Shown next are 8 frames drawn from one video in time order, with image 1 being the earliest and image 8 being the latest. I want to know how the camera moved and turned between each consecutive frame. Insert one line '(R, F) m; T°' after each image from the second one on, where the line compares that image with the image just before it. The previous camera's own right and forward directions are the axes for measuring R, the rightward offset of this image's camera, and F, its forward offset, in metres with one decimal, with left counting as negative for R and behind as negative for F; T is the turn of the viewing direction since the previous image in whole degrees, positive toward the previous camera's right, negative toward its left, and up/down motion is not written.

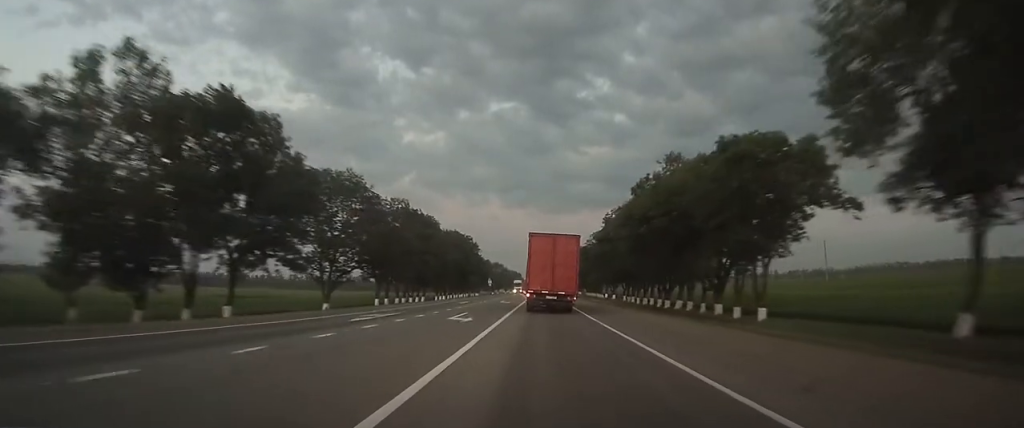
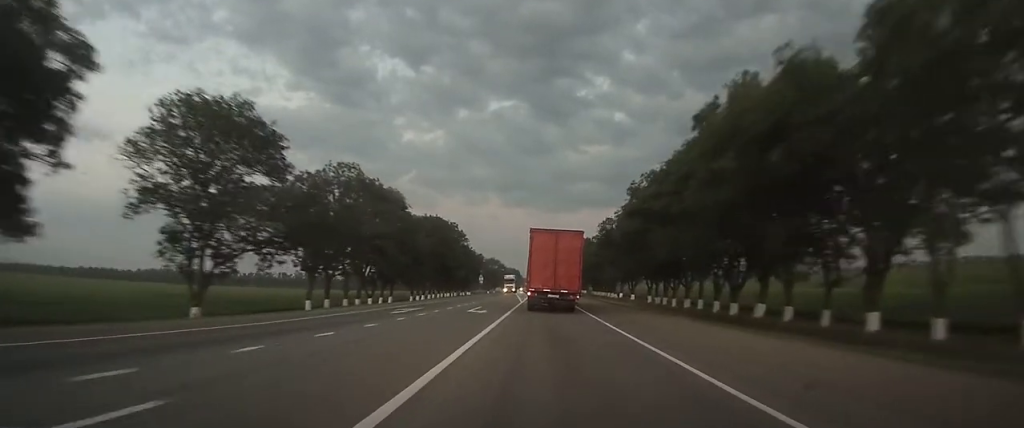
(0.0, +23.8) m; 0°
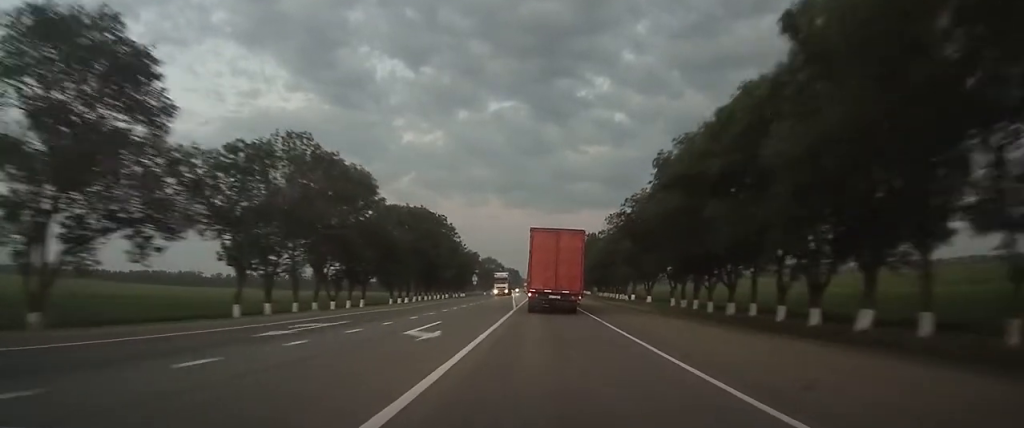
(0.0, +13.6) m; 0°
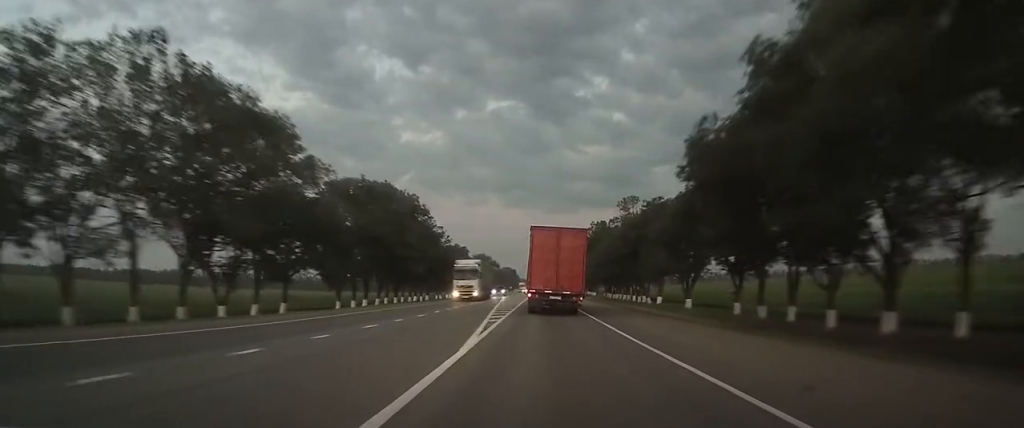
(-0.1, +22.1) m; 0°
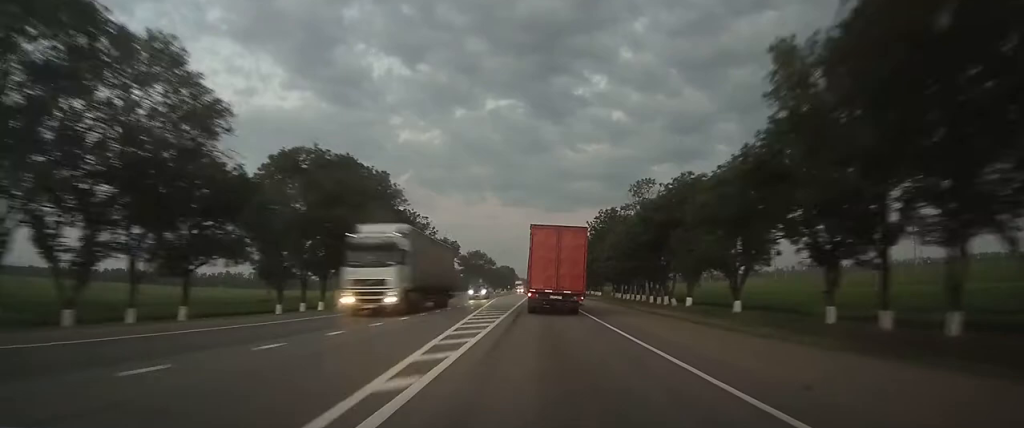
(0.0, +14.9) m; 0°
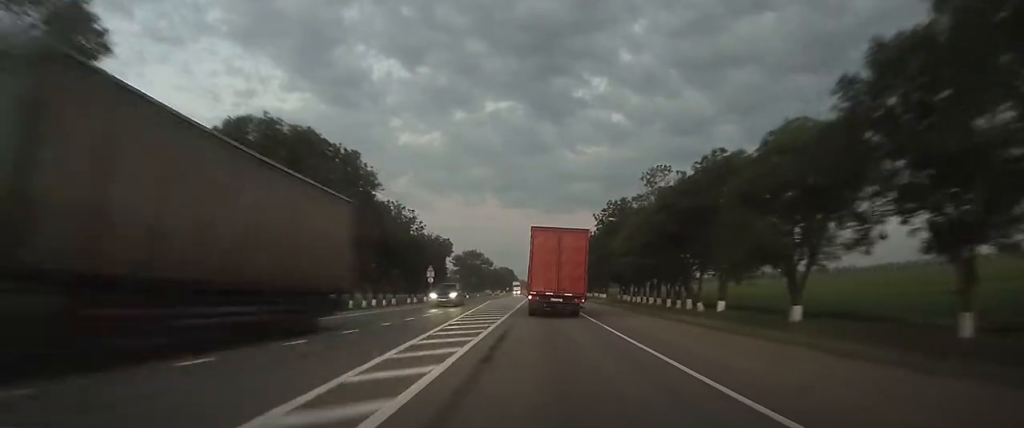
(0.0, +10.6) m; 0°
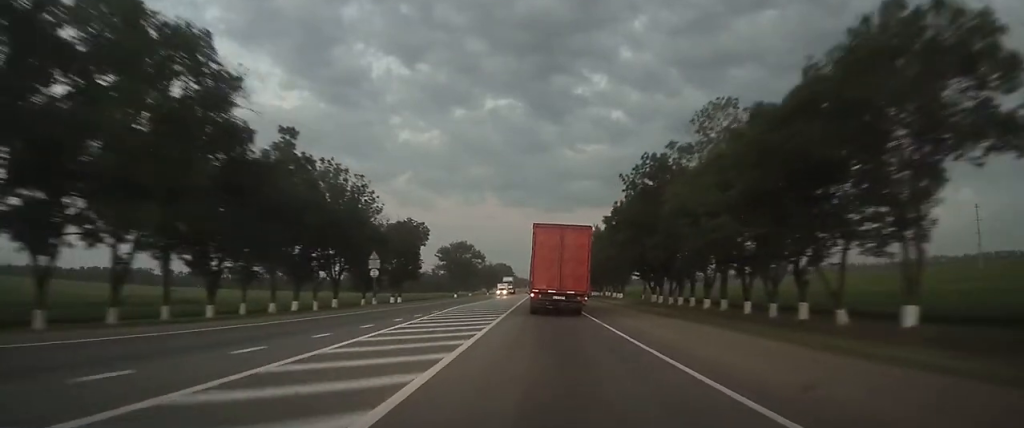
(0.0, +26.2) m; 0°
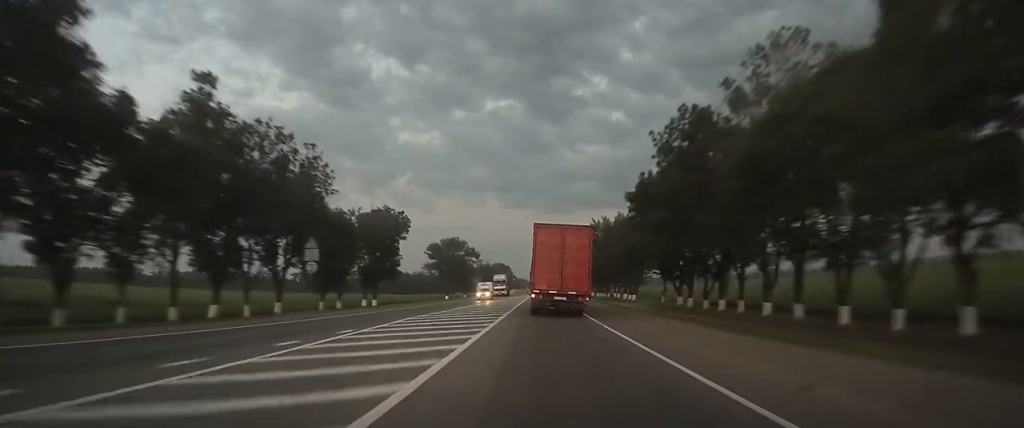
(0.0, +14.1) m; 0°
